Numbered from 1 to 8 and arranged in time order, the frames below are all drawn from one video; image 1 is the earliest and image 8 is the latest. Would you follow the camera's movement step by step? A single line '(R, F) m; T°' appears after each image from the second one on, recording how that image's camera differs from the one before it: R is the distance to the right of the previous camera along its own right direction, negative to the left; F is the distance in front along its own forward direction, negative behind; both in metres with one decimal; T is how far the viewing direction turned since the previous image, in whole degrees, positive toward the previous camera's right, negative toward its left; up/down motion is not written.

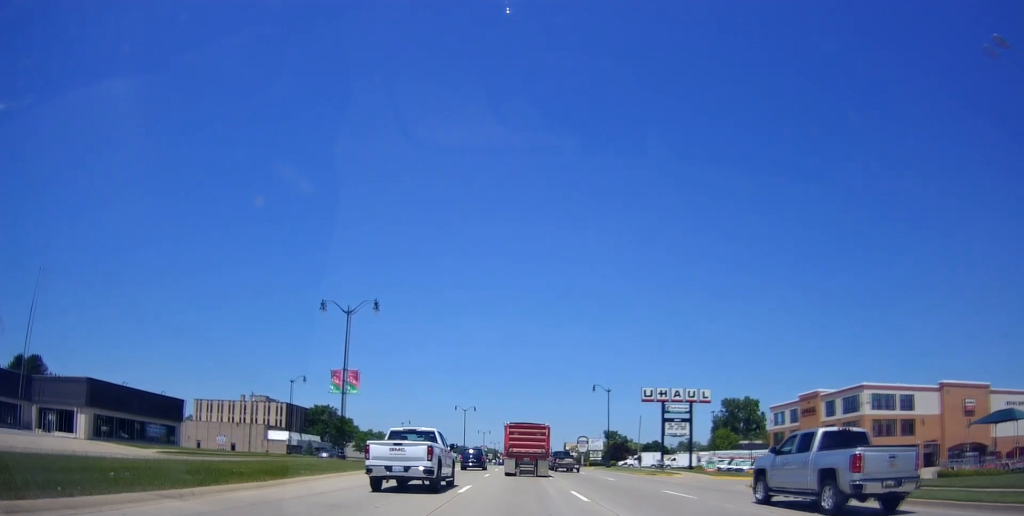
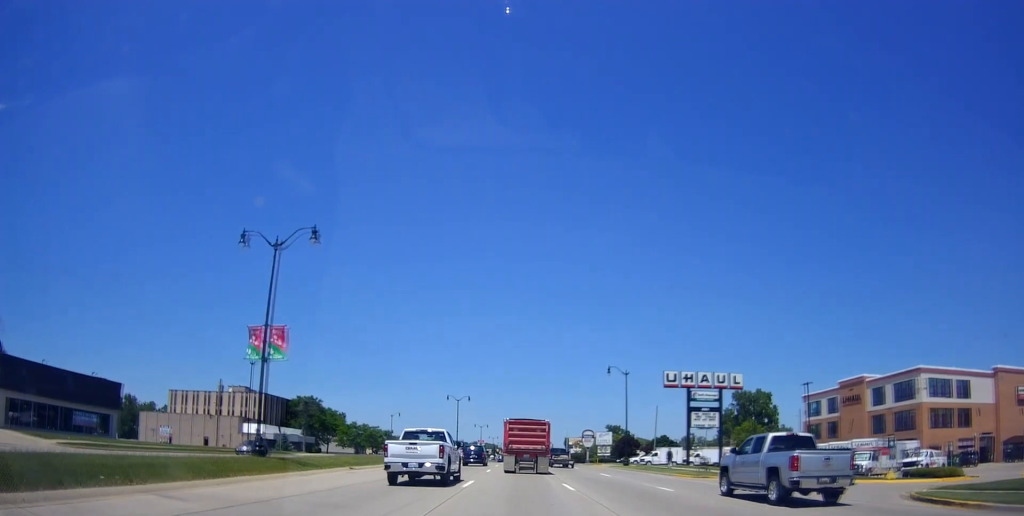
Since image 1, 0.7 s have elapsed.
(+0.4, +12.8) m; +2°
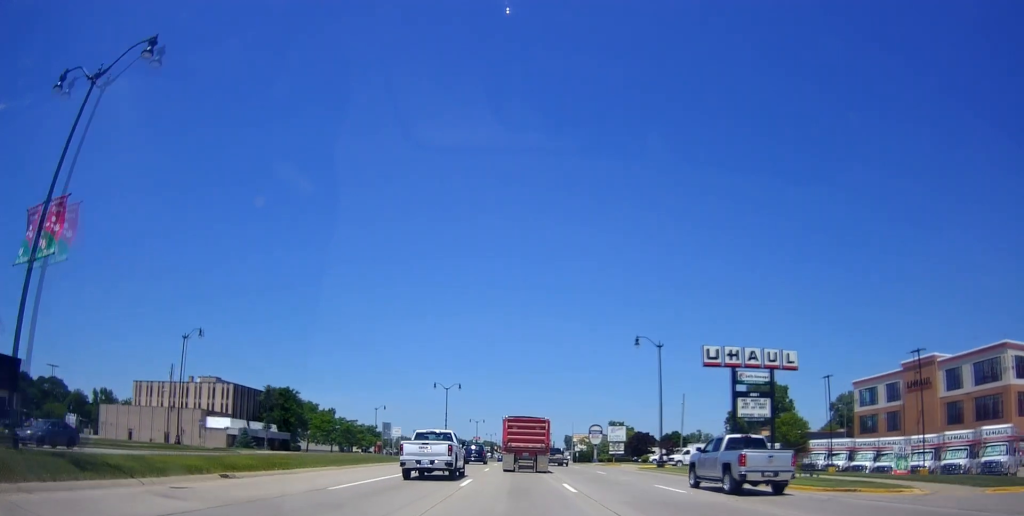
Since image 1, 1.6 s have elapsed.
(0.0, +15.7) m; -2°
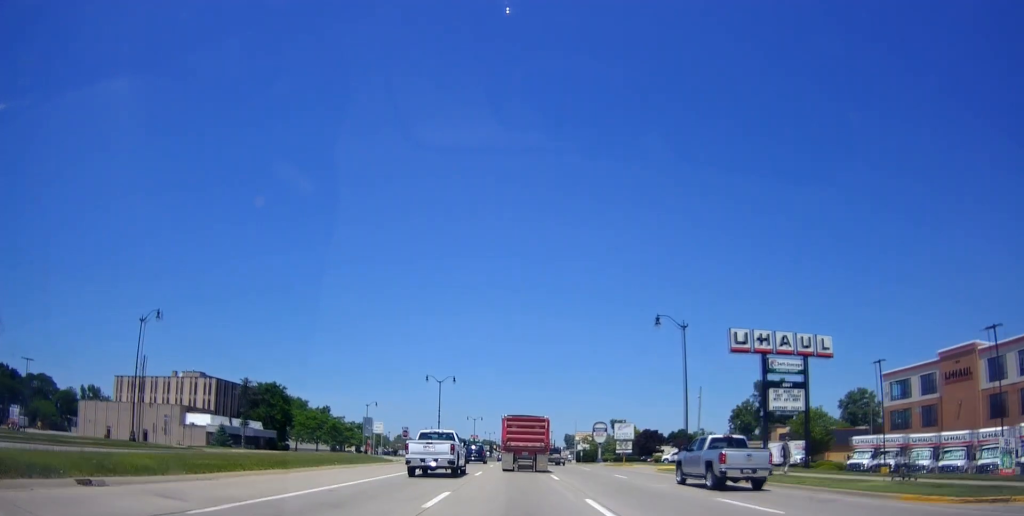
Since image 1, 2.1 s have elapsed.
(-0.2, +7.4) m; 0°
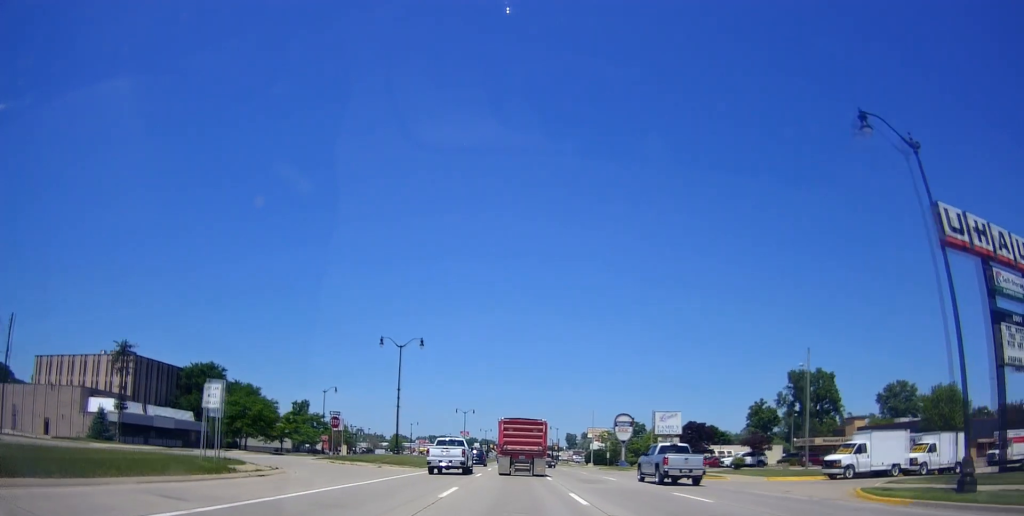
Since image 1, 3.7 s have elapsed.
(+0.1, +27.1) m; +2°
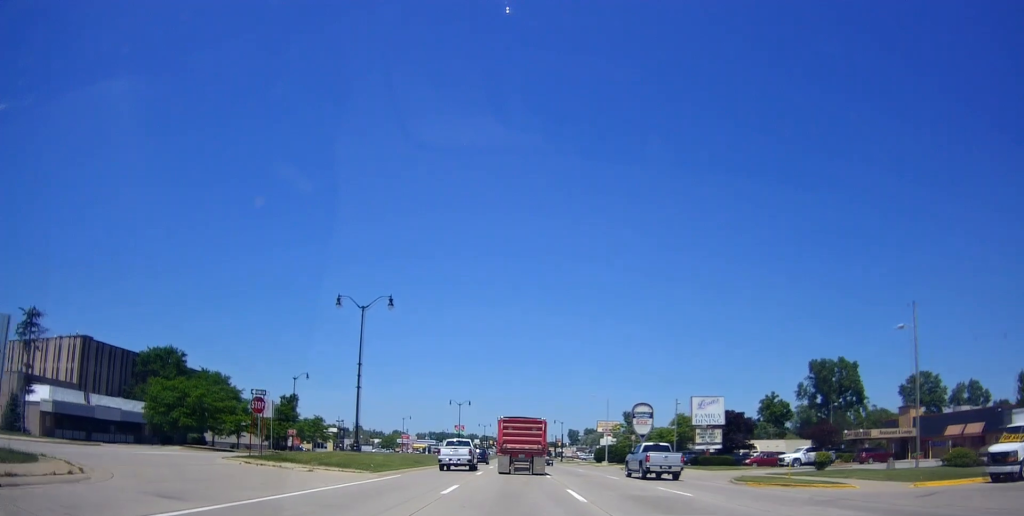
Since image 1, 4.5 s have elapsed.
(+0.1, +13.5) m; 0°
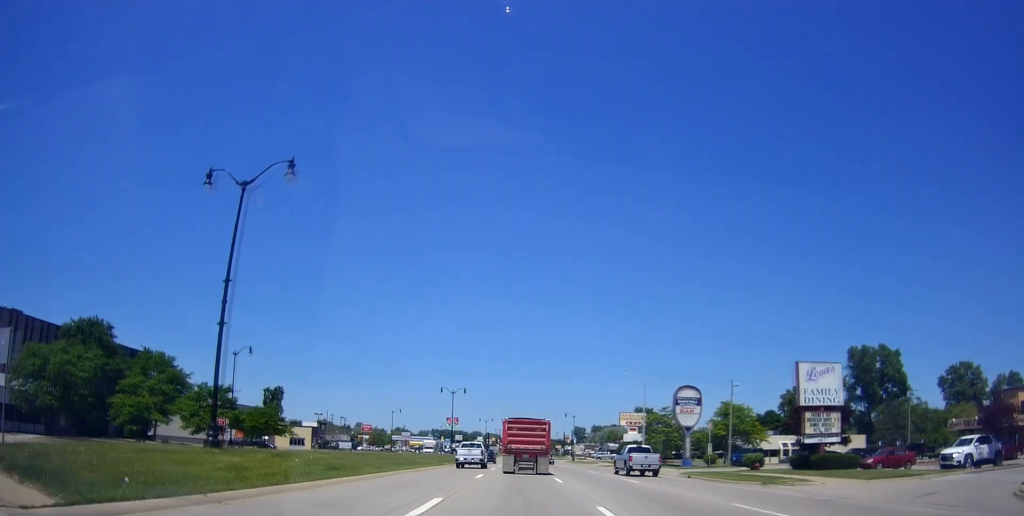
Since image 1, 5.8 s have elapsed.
(0.0, +19.4) m; 0°
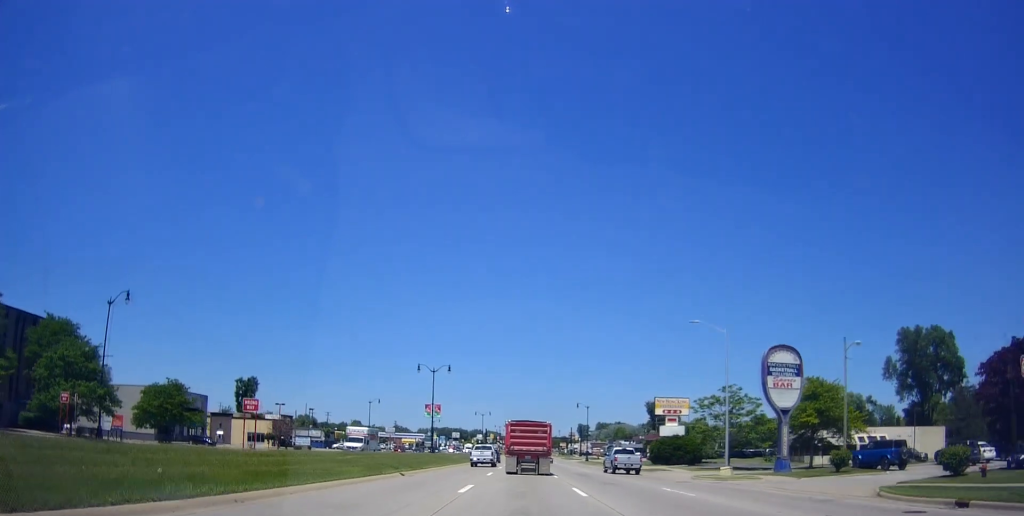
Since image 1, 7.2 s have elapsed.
(-0.3, +24.4) m; -1°
